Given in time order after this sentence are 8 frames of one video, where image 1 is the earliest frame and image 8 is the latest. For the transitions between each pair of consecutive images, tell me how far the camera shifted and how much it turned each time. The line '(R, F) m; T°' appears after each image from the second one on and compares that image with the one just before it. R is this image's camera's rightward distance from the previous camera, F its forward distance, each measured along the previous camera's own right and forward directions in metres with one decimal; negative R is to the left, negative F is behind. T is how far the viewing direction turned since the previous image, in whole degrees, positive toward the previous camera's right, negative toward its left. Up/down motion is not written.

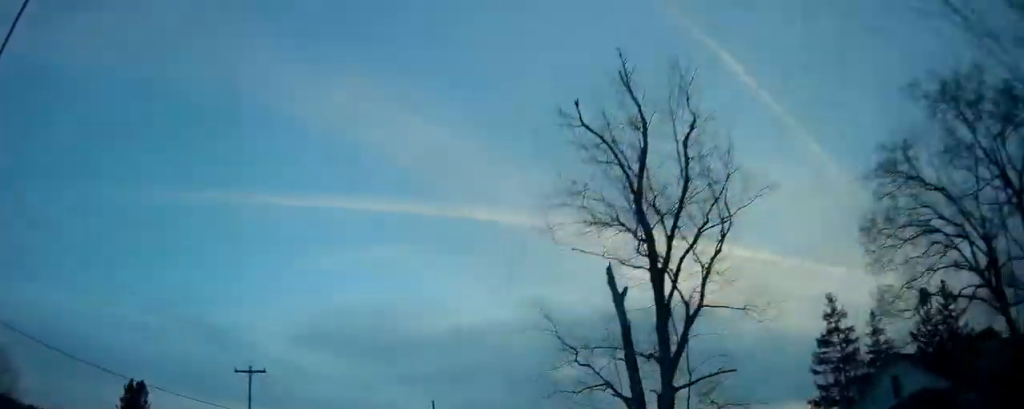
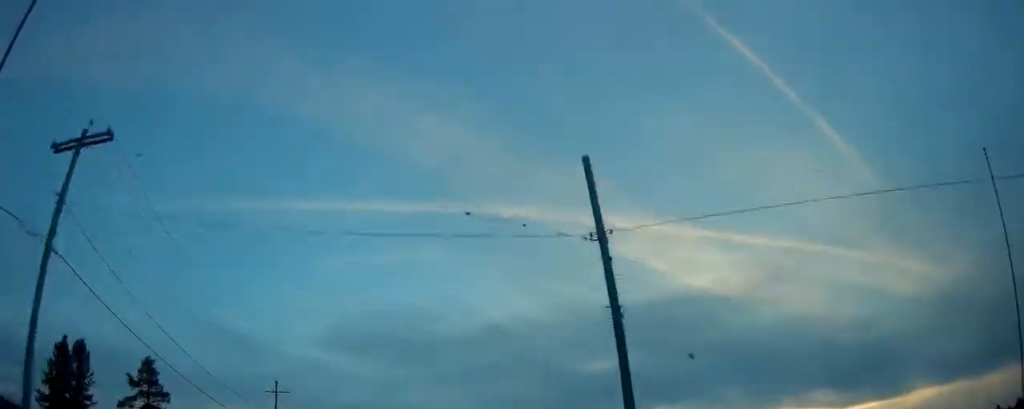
(-1.5, +29.9) m; -3°
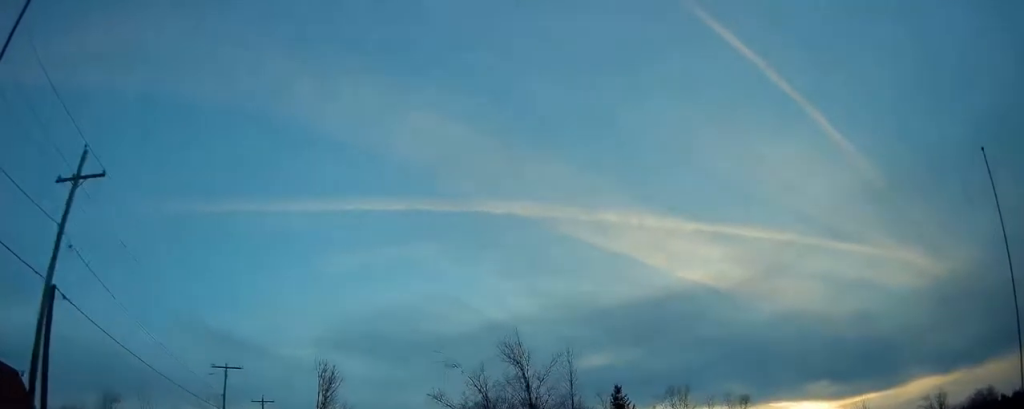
(-0.5, +37.6) m; -1°
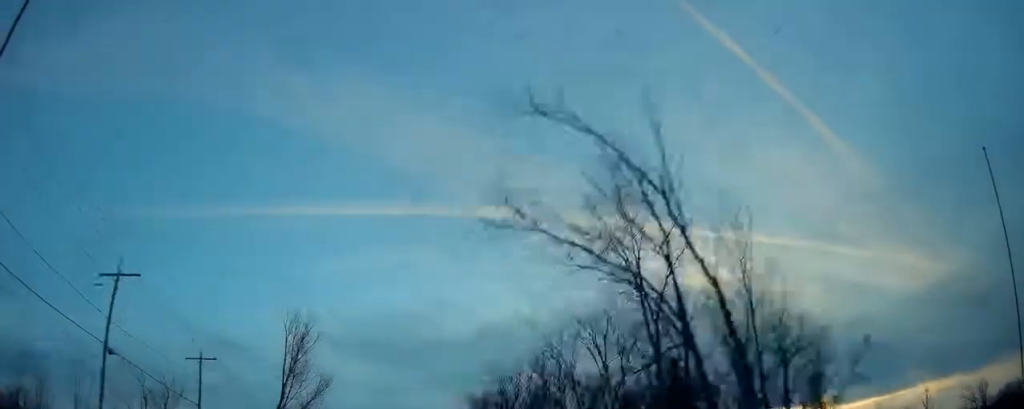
(0.0, +18.4) m; 0°
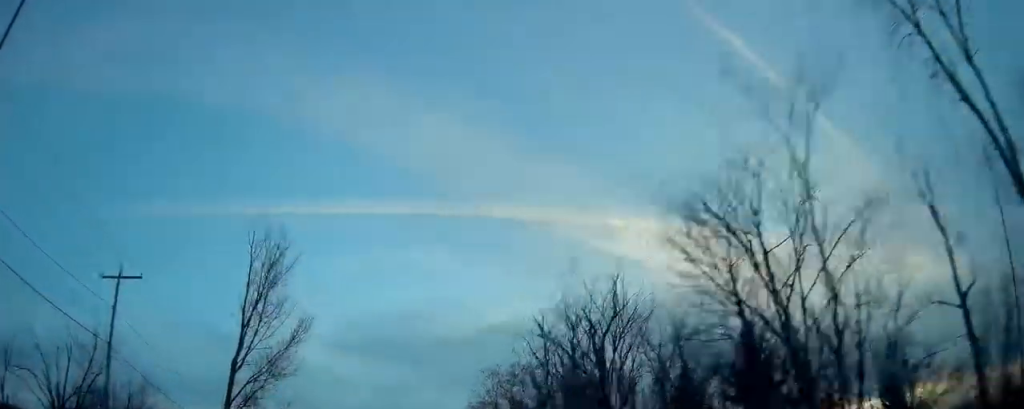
(0.0, +14.2) m; 0°
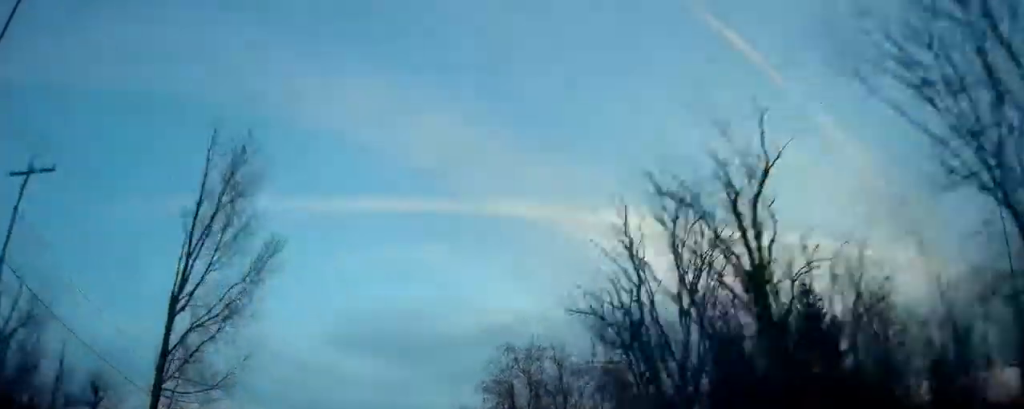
(0.0, +9.2) m; 0°
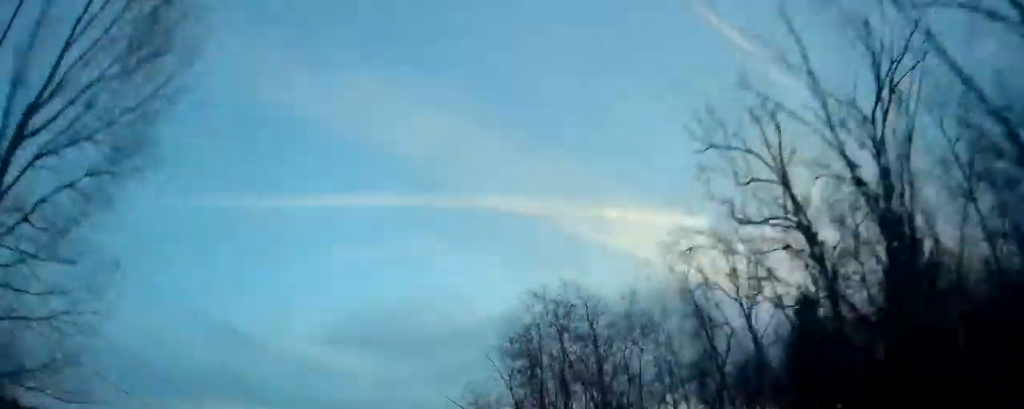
(0.0, +12.0) m; 0°
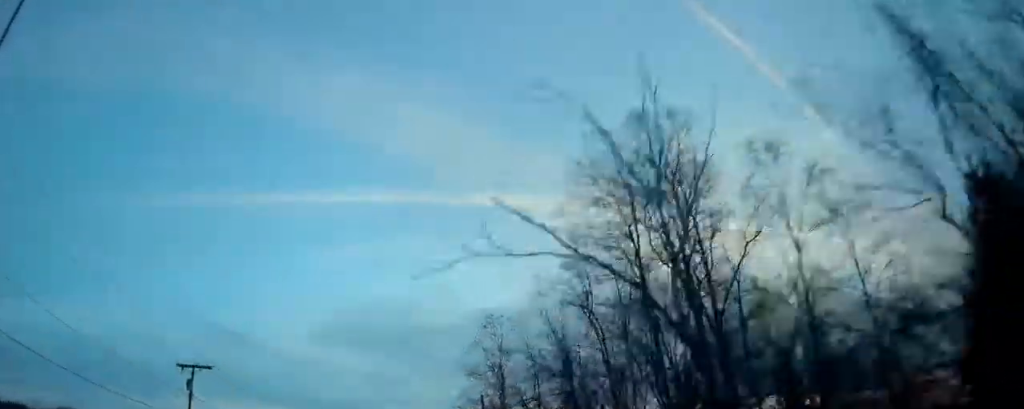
(0.0, +19.9) m; +1°
